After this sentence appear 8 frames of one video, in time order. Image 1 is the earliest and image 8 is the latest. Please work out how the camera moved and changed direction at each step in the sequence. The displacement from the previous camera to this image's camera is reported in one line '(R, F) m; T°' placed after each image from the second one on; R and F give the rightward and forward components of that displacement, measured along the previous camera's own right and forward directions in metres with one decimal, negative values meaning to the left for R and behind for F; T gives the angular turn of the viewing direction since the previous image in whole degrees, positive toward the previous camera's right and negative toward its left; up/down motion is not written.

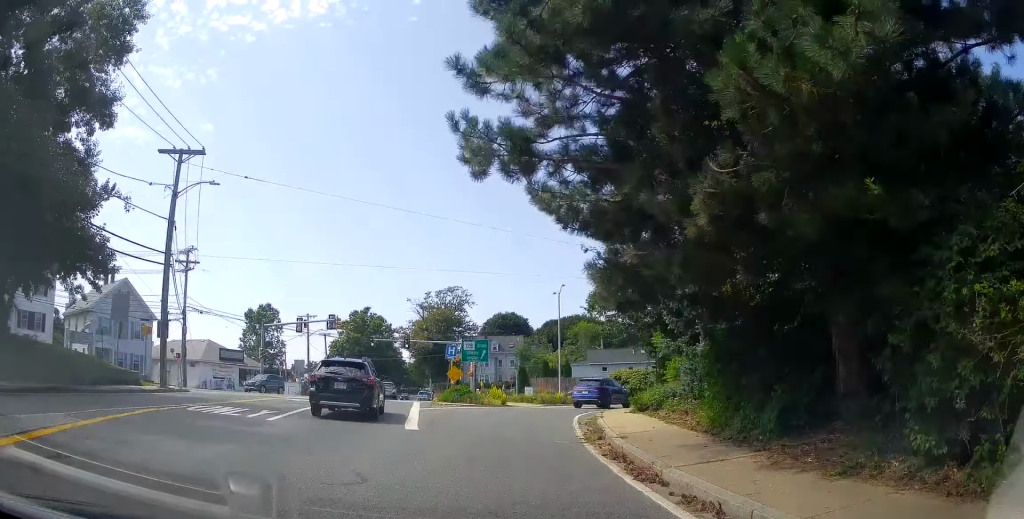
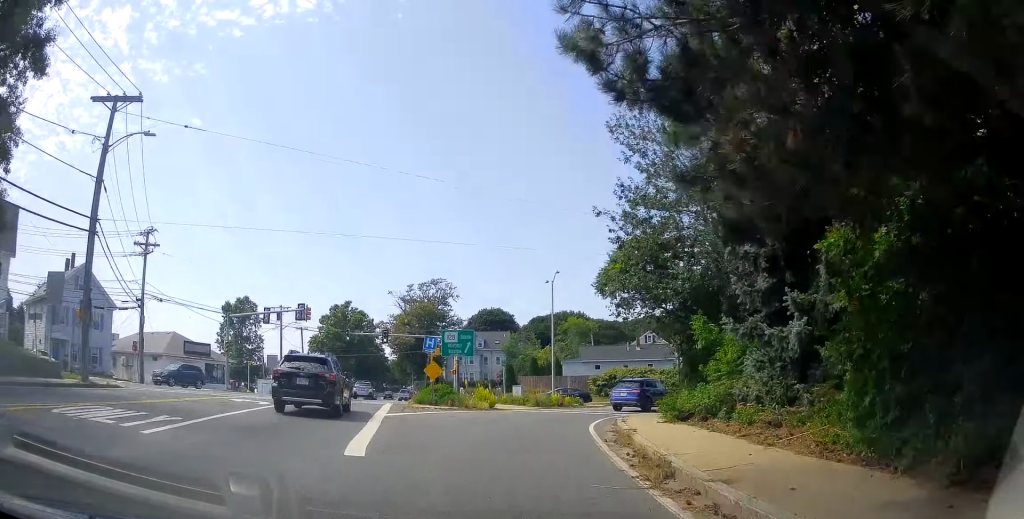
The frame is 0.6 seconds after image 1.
(+0.3, +5.2) m; +4°
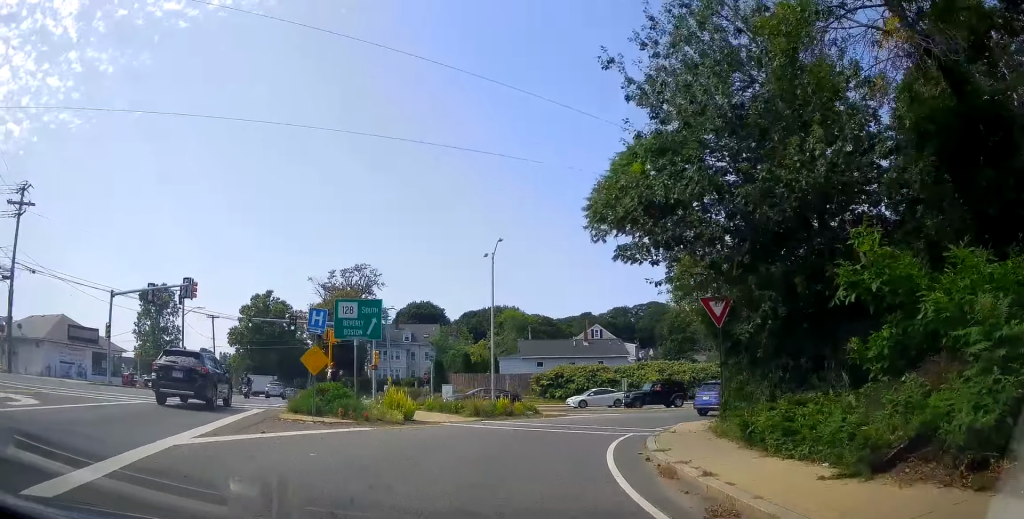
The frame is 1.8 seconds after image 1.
(+0.8, +10.1) m; +3°
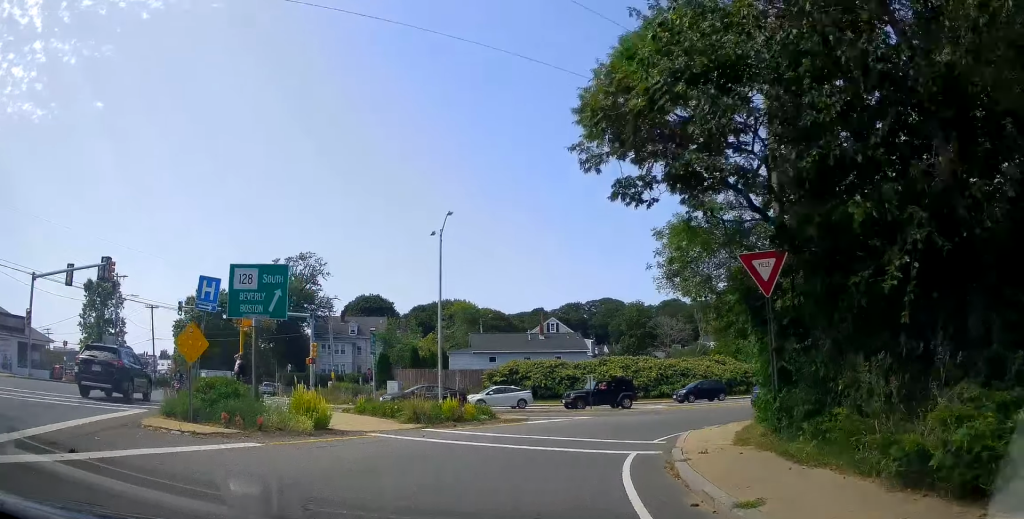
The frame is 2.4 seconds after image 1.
(0.0, +5.1) m; -1°
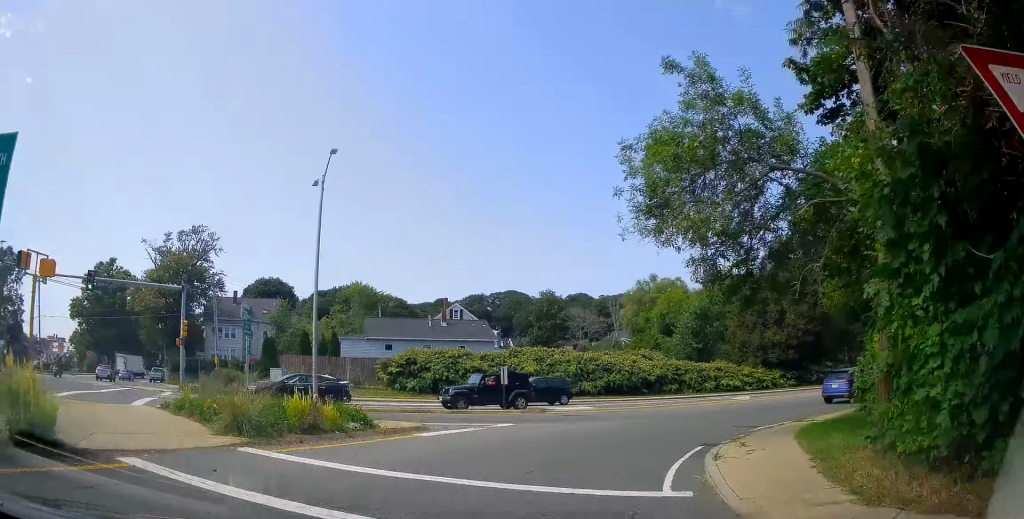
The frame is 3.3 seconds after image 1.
(-0.3, +7.2) m; +6°
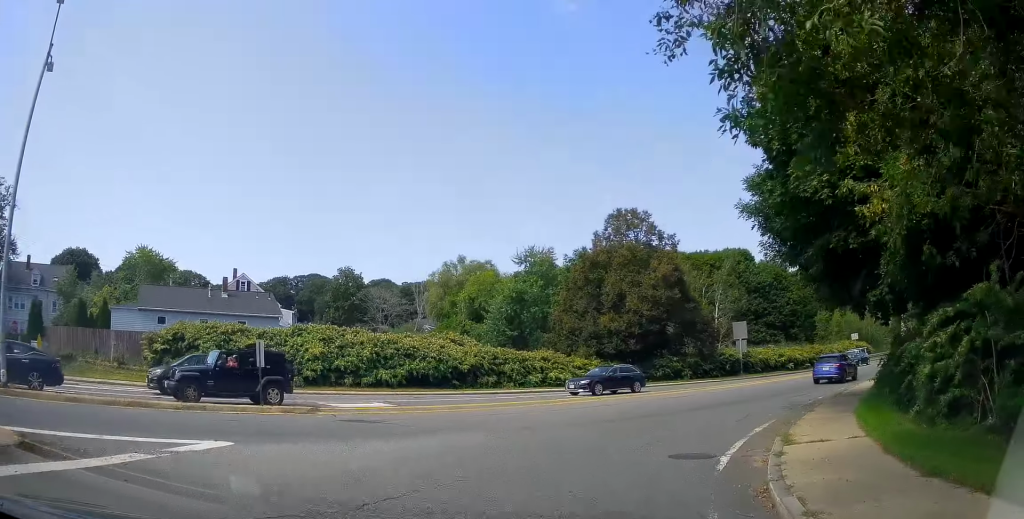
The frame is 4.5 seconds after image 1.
(+1.6, +9.0) m; +17°
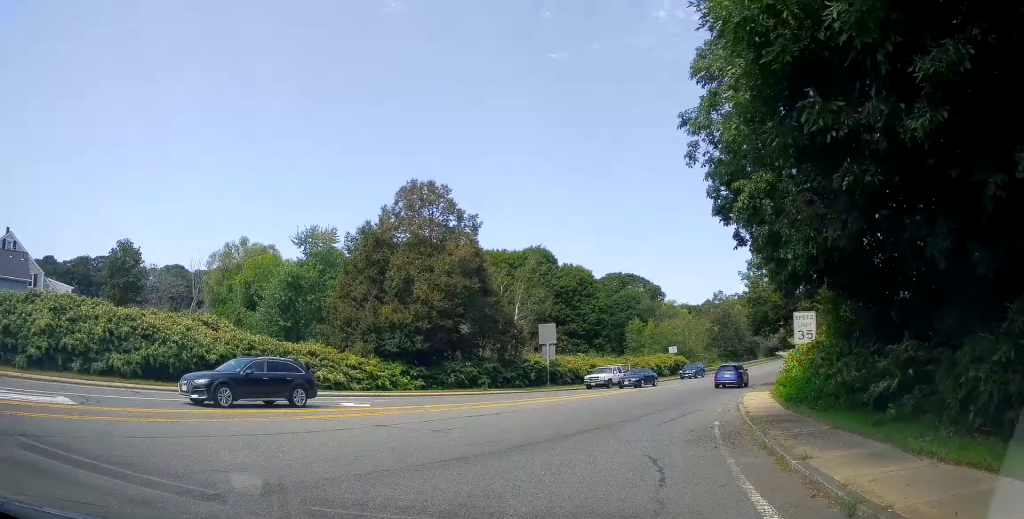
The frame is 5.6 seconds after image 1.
(+1.2, +8.0) m; +22°
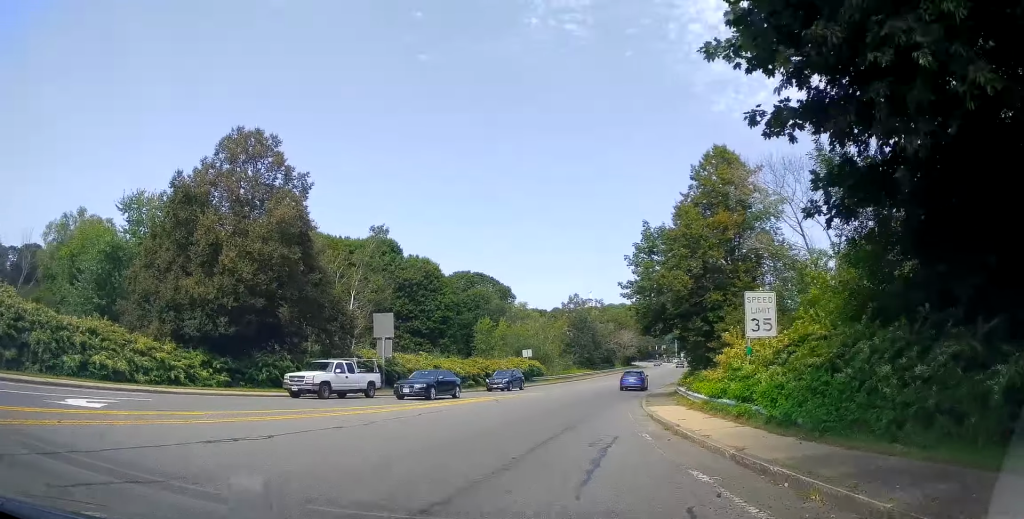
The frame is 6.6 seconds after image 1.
(+1.7, +7.6) m; +20°
